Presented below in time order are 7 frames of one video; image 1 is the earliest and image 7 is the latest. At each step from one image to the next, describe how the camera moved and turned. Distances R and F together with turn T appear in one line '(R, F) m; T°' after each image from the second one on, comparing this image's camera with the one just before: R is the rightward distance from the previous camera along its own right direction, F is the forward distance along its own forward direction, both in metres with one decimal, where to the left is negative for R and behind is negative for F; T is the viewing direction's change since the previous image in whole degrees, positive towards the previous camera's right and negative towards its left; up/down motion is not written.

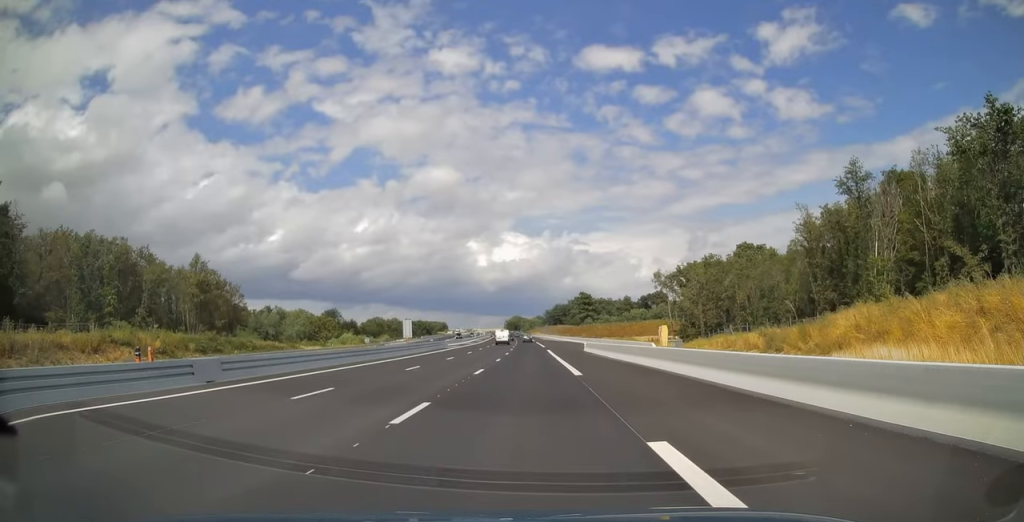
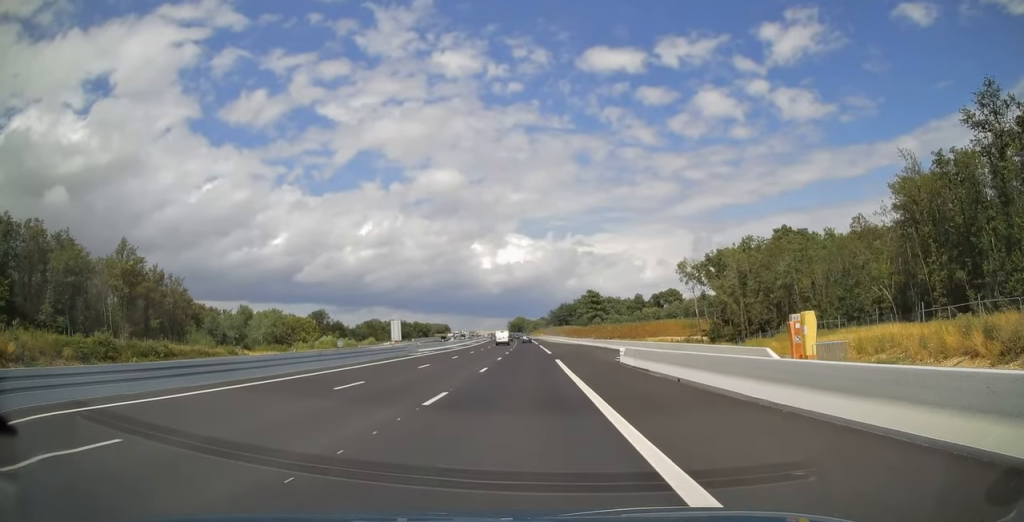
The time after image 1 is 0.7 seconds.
(-0.2, +22.7) m; -1°
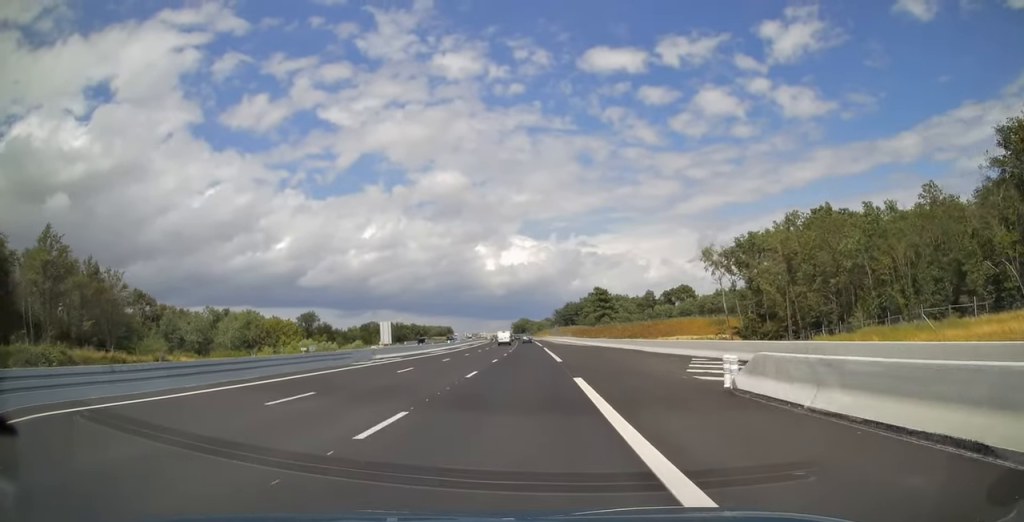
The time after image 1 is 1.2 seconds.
(-0.1, +17.9) m; 0°
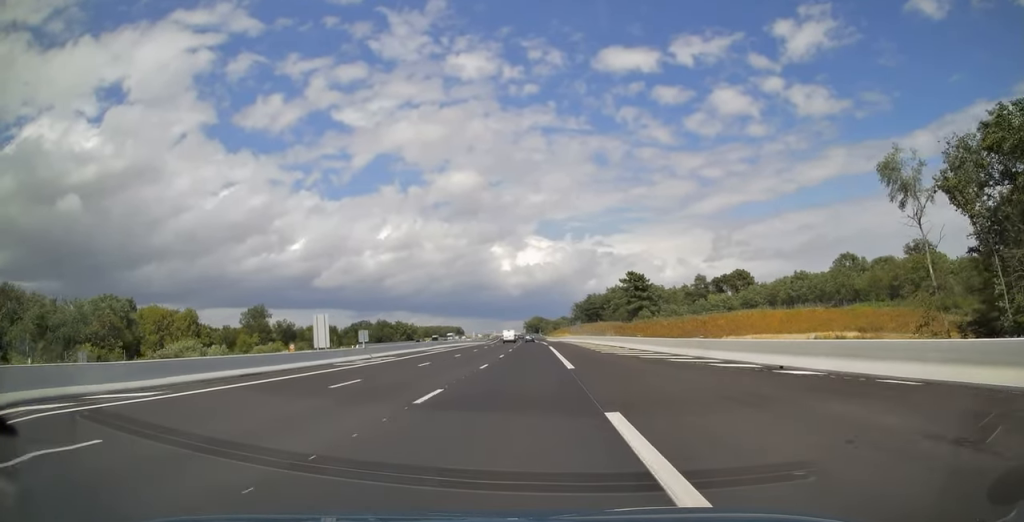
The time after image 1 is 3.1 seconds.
(-0.5, +61.6) m; -1°
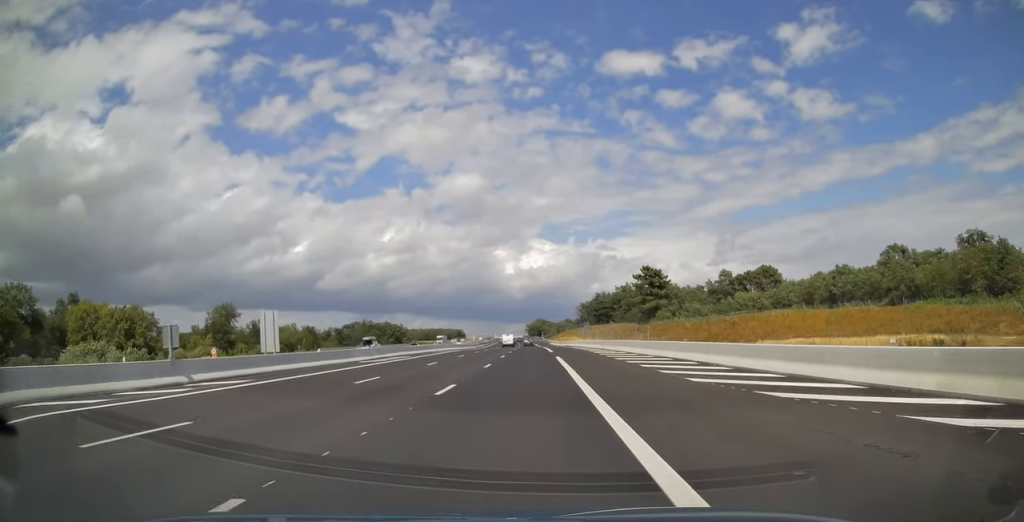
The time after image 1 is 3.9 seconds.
(-0.2, +23.8) m; 0°
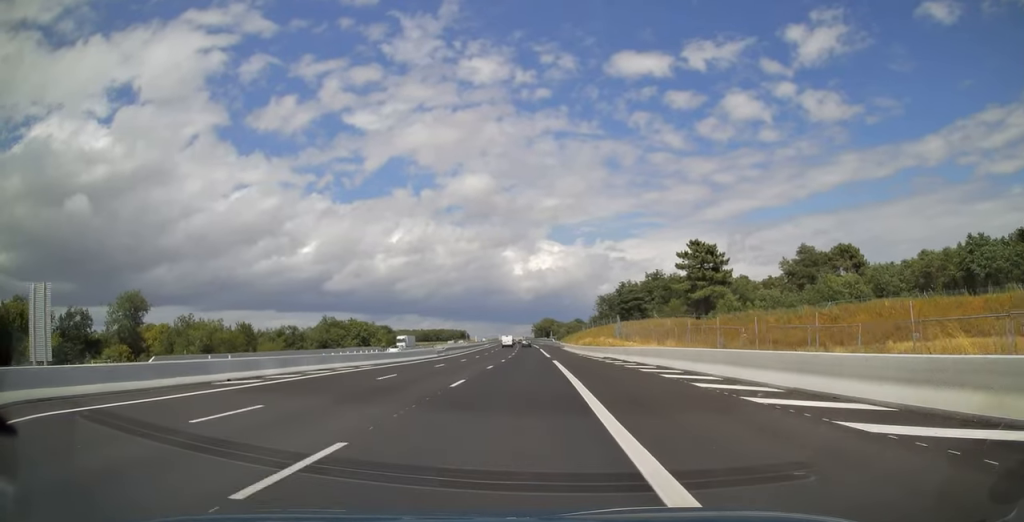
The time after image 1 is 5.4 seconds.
(-0.3, +49.5) m; -1°
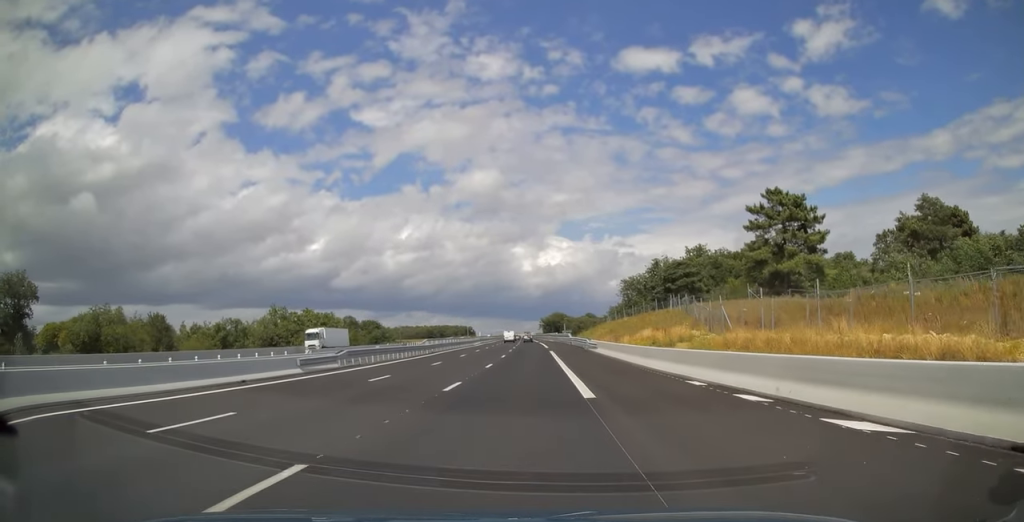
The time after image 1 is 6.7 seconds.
(-0.3, +40.8) m; -1°
